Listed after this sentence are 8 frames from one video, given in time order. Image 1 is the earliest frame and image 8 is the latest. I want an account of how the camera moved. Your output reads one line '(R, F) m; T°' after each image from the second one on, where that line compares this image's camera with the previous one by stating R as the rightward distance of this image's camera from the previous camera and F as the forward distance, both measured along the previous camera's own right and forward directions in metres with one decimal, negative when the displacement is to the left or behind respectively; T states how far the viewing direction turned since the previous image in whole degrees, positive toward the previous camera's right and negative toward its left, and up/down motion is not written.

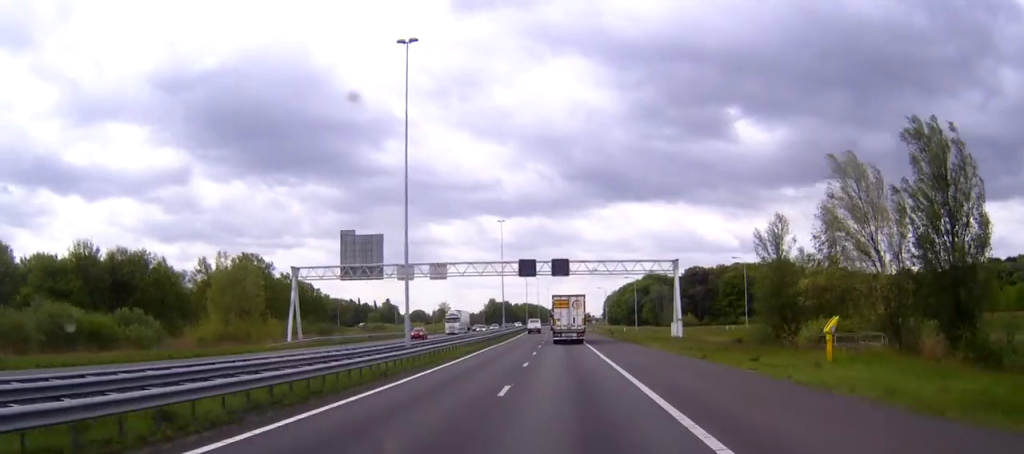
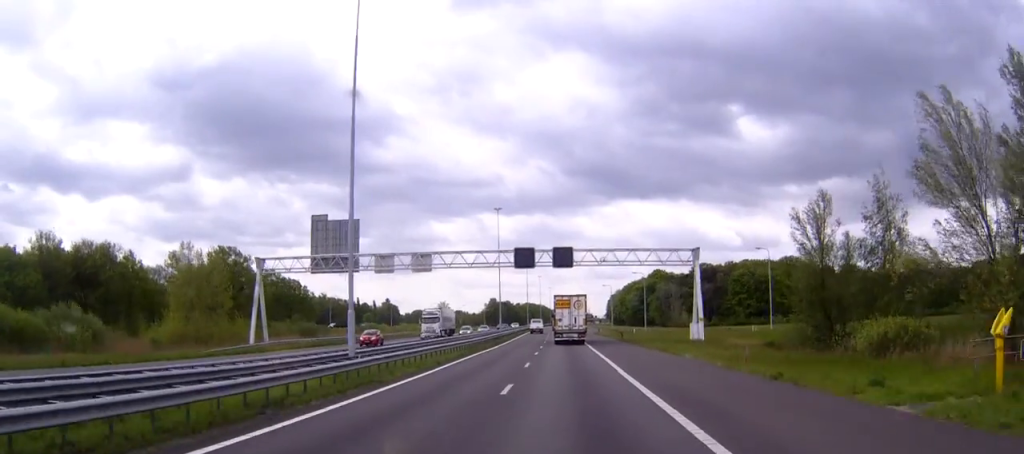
(-0.1, +11.0) m; 0°
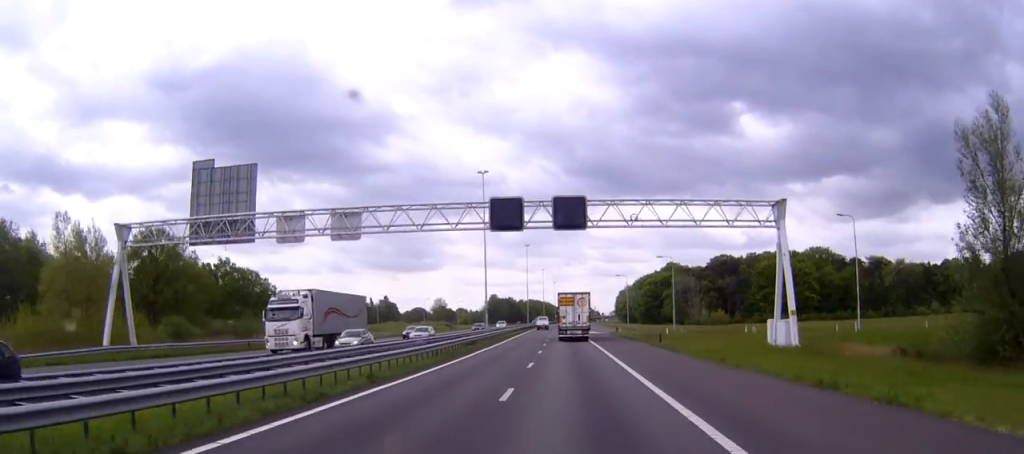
(0.0, +26.5) m; 0°
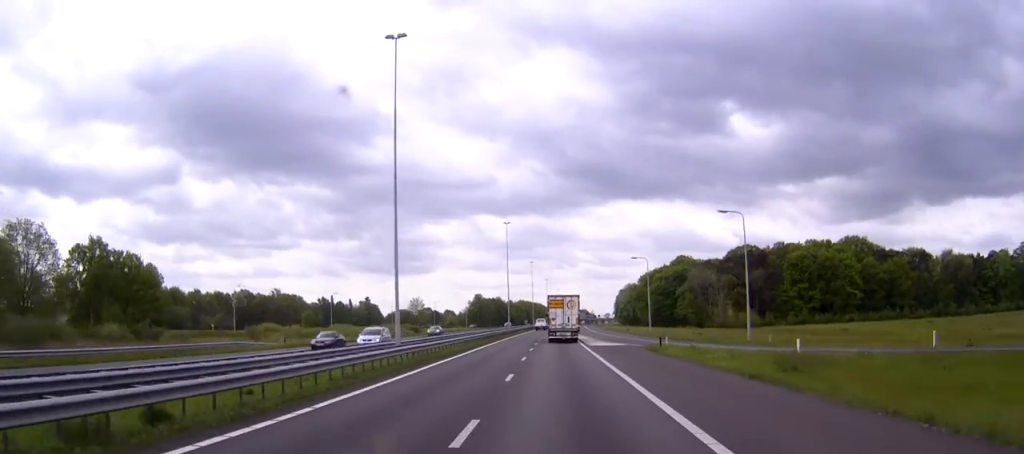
(-0.2, +41.9) m; 0°
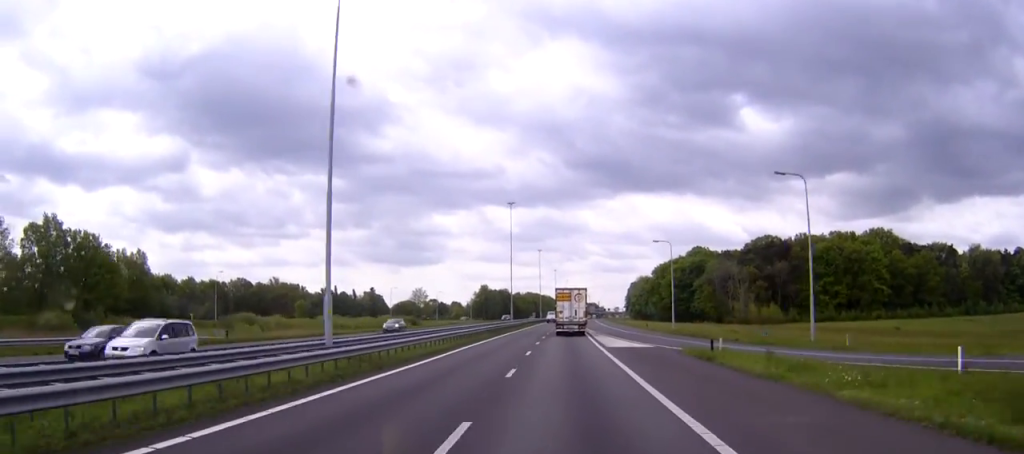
(0.0, +13.2) m; 0°
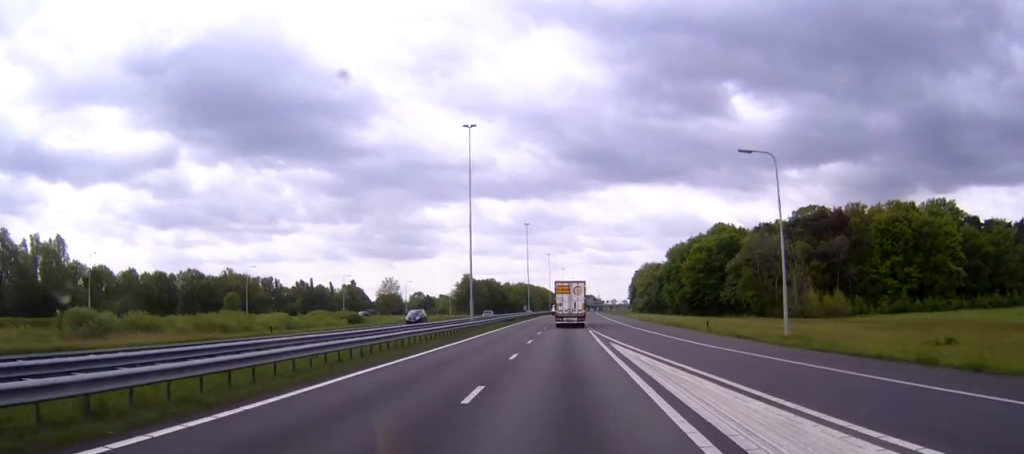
(0.0, +43.2) m; 0°
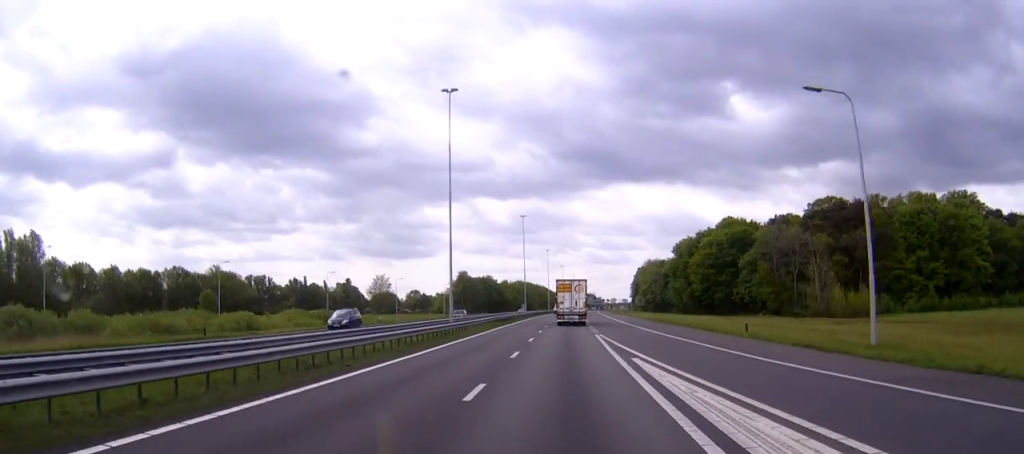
(0.0, +11.7) m; 0°
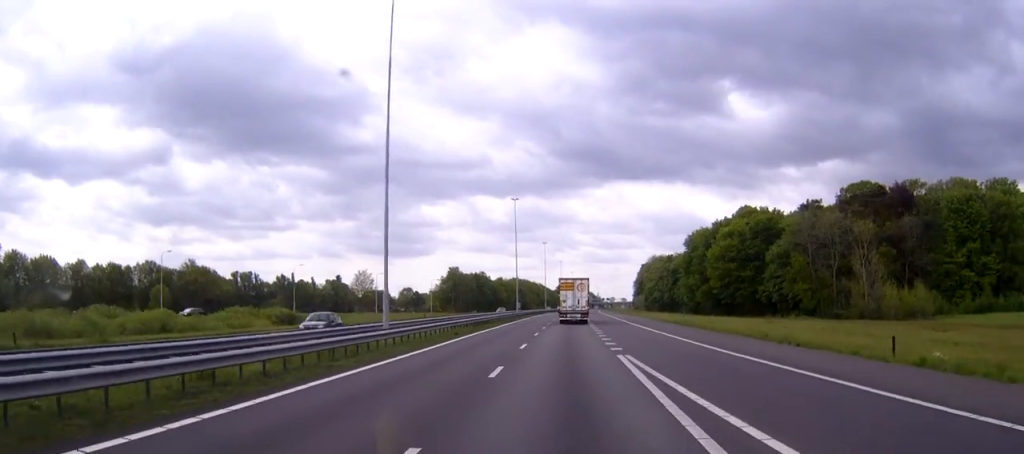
(+0.1, +19.8) m; 0°
